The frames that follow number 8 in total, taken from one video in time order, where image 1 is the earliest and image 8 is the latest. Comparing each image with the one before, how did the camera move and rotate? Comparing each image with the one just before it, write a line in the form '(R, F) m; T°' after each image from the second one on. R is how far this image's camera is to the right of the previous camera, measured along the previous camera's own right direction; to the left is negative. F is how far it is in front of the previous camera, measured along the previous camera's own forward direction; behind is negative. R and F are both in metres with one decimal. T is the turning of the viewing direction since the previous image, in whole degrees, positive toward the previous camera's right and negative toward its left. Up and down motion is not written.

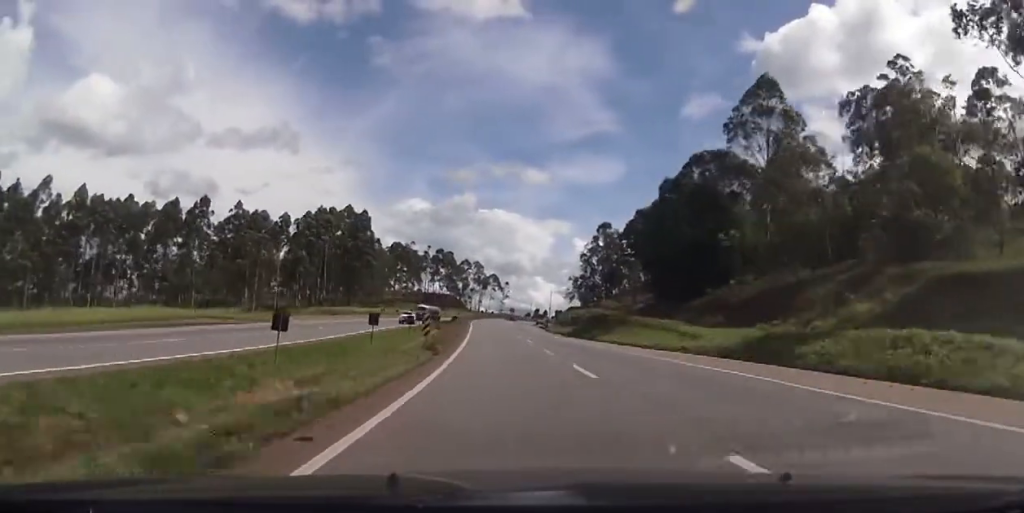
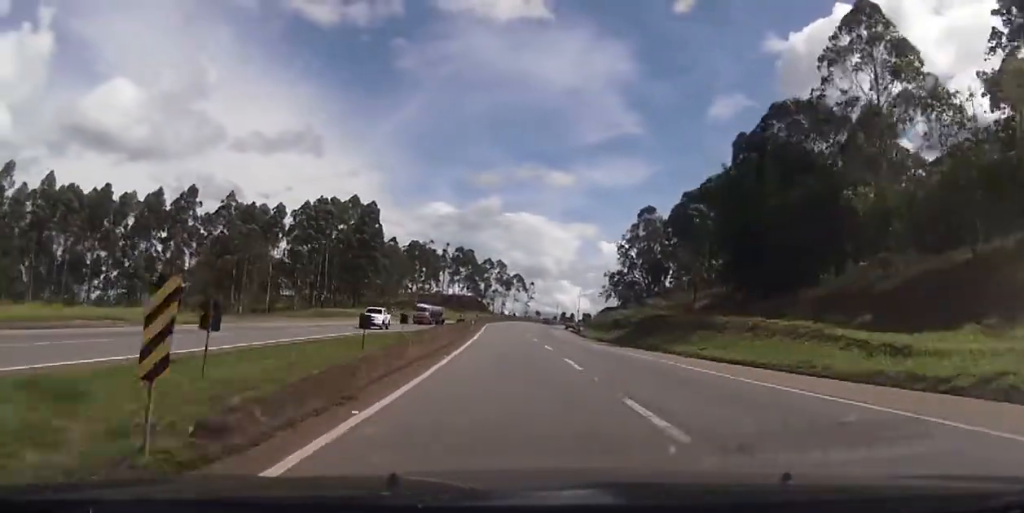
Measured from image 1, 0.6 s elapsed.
(-1.6, +17.2) m; +1°
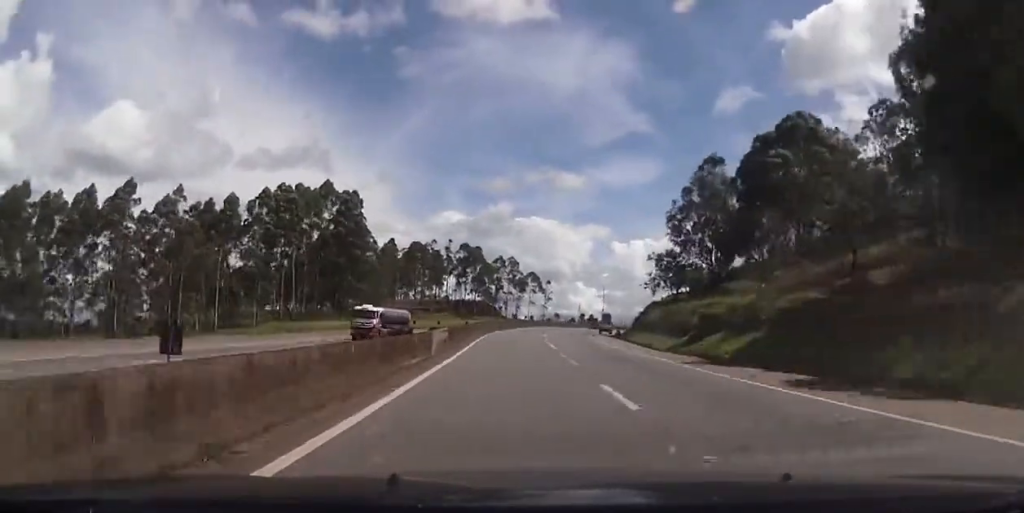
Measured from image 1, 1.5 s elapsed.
(+3.3, +35.4) m; +2°
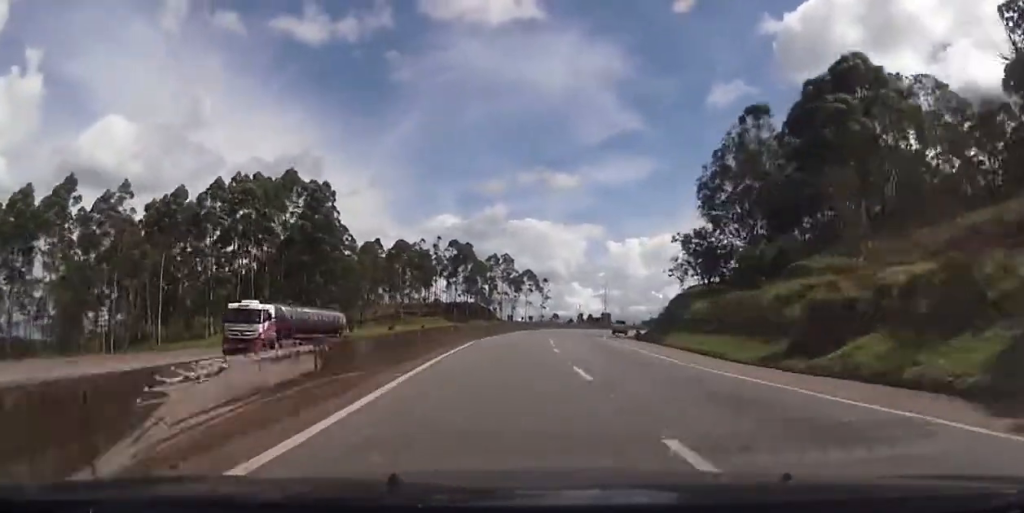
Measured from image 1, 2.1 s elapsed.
(-1.2, +19.2) m; -2°
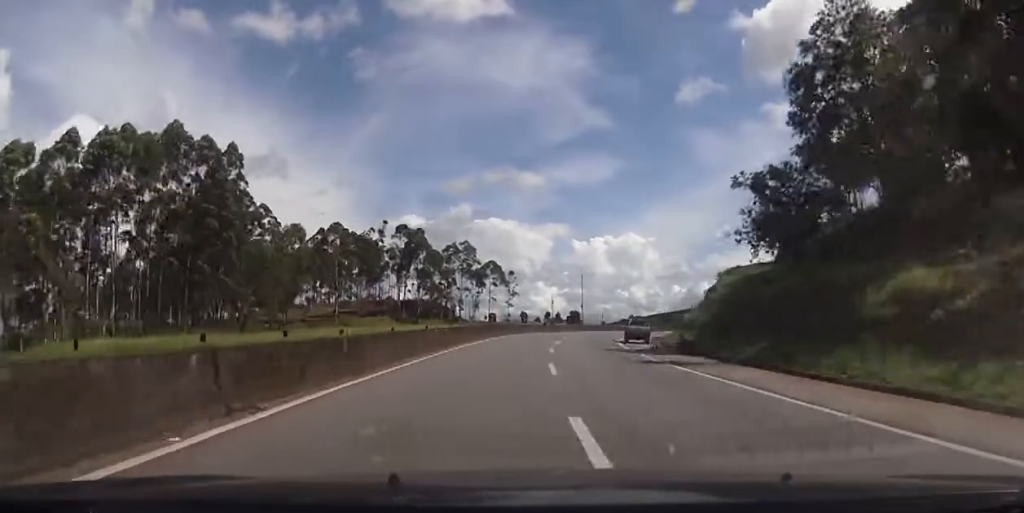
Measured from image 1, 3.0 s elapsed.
(-1.2, +34.1) m; -1°
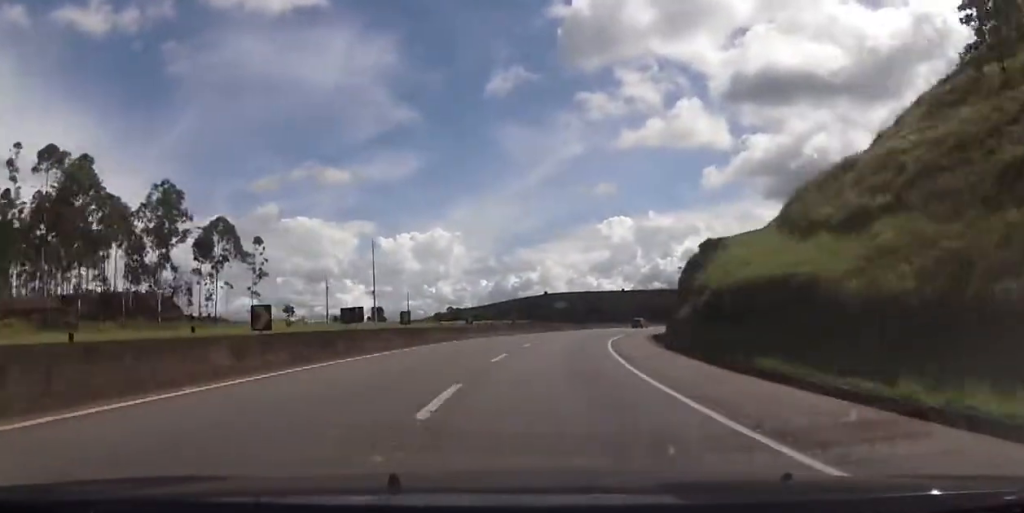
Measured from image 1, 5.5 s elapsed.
(+6.0, +80.3) m; +12°
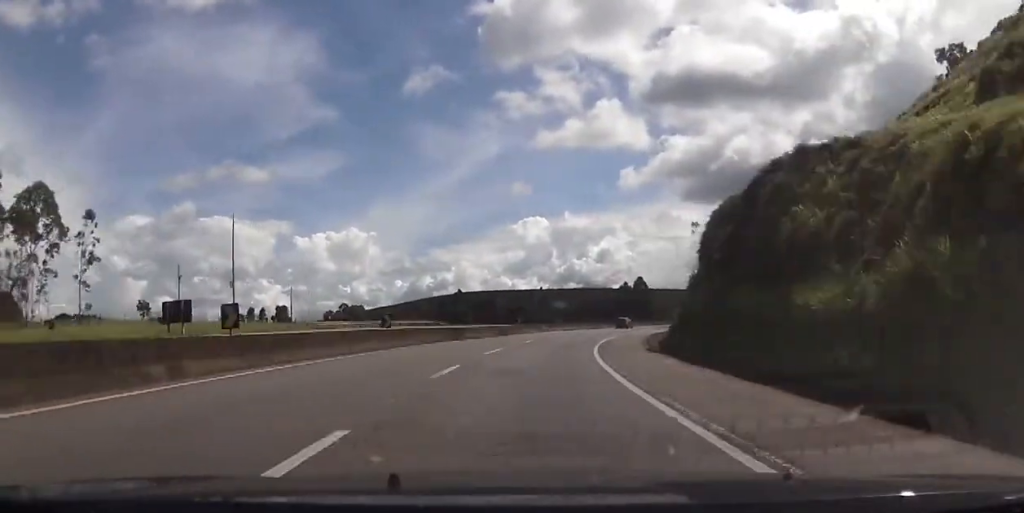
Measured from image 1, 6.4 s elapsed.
(+1.9, +29.4) m; +7°
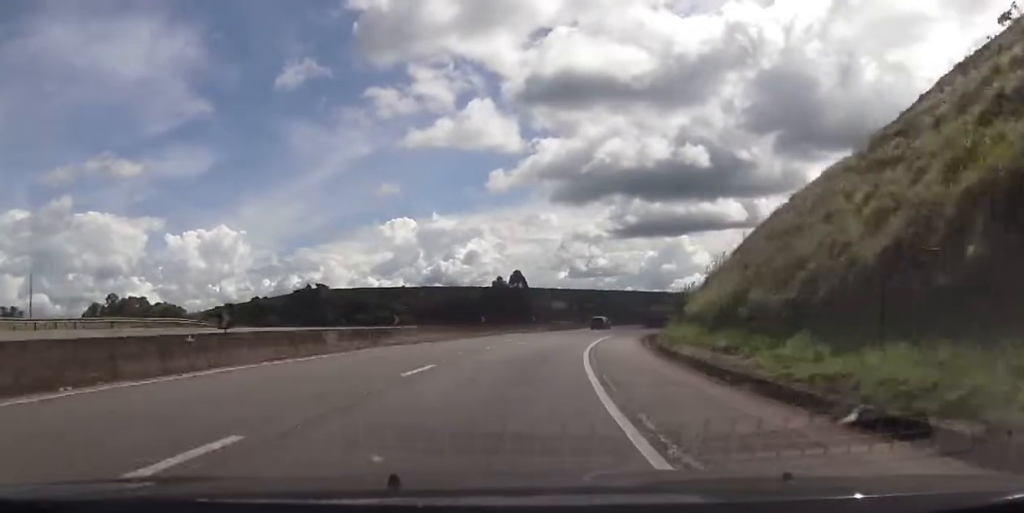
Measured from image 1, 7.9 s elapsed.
(+4.7, +46.0) m; +11°
